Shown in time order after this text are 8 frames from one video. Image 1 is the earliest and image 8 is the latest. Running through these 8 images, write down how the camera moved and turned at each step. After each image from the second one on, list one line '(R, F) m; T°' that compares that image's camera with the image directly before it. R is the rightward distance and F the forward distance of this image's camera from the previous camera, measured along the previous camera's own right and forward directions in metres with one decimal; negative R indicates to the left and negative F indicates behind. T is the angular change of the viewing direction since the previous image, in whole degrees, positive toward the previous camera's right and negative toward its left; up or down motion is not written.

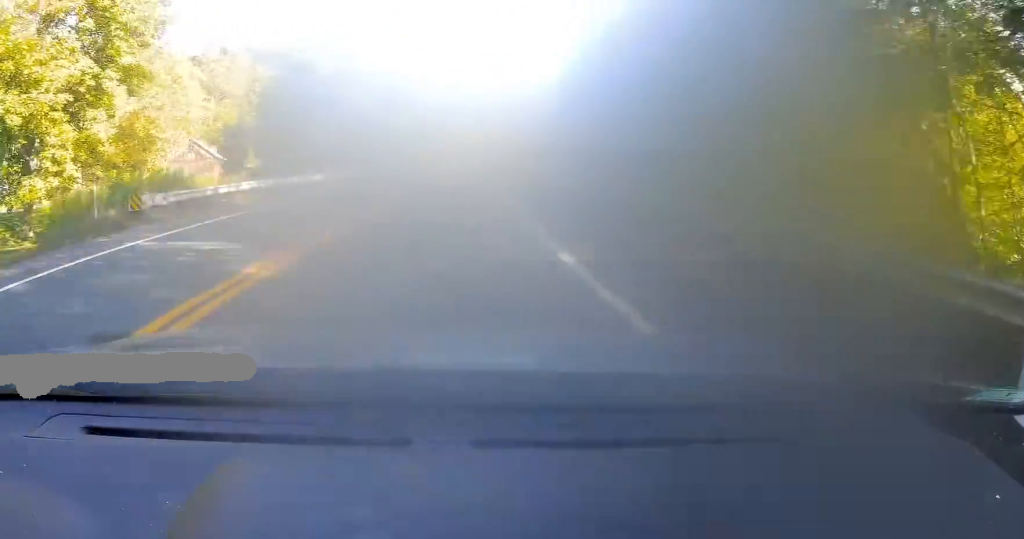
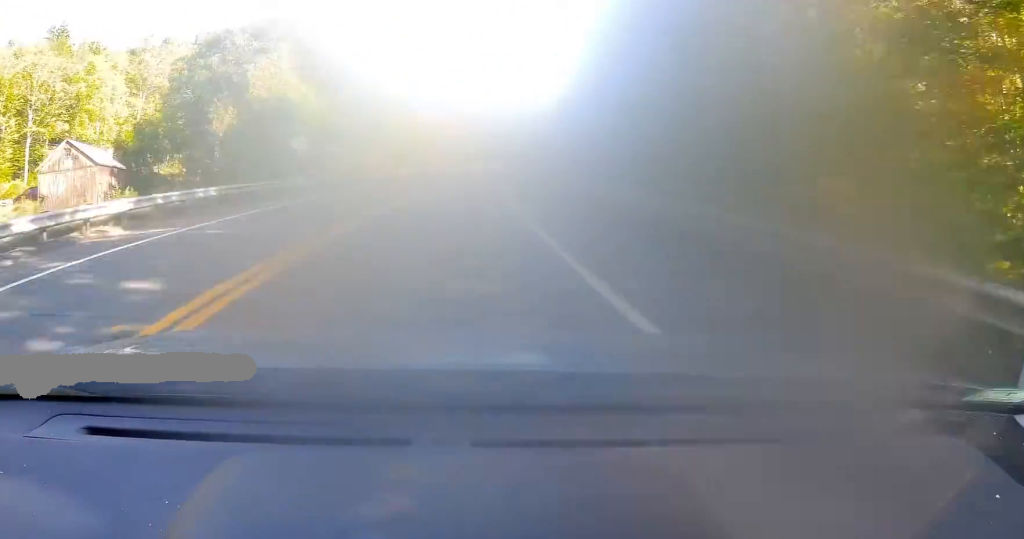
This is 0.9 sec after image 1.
(+0.7, +20.4) m; +4°
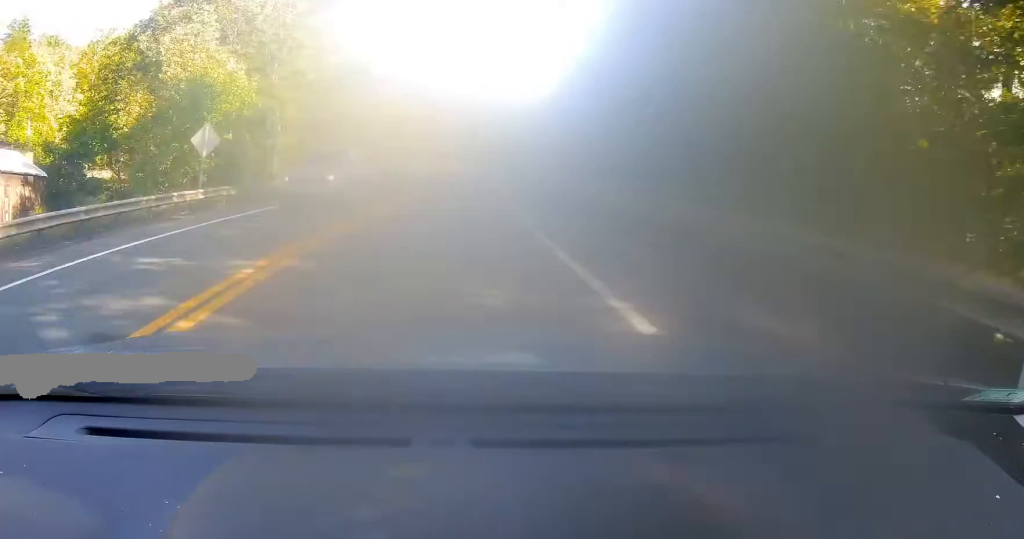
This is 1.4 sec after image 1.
(+0.1, +11.4) m; +2°
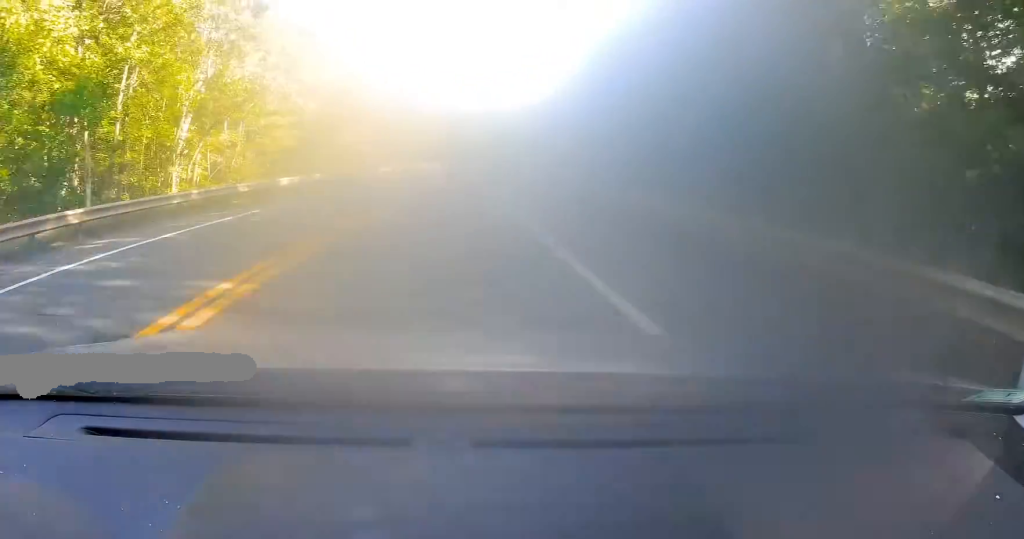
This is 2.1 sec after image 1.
(+0.5, +15.3) m; +3°
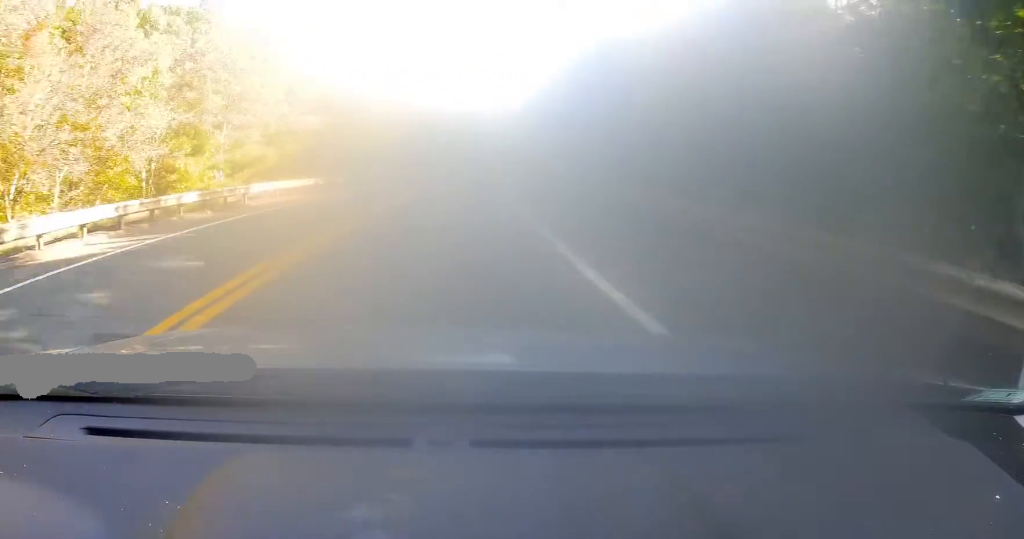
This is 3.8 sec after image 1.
(+2.9, +40.8) m; +7°
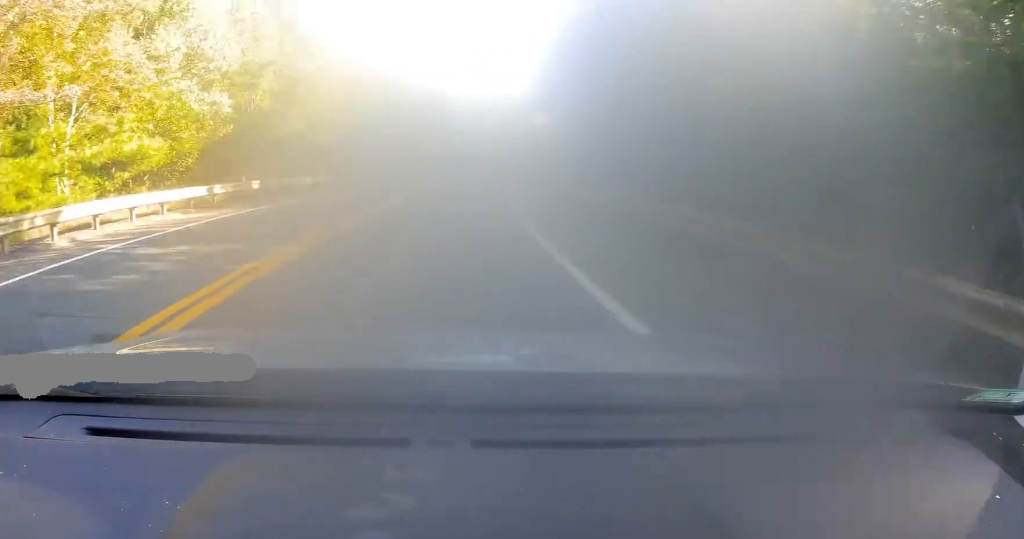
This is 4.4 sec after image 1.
(+0.2, +12.4) m; +1°
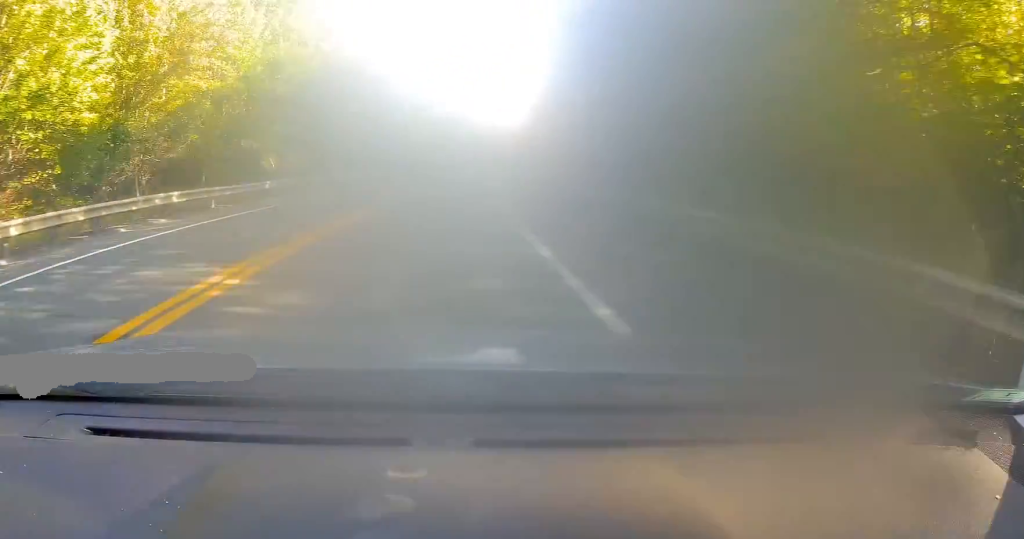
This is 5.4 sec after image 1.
(+0.6, +24.0) m; +4°
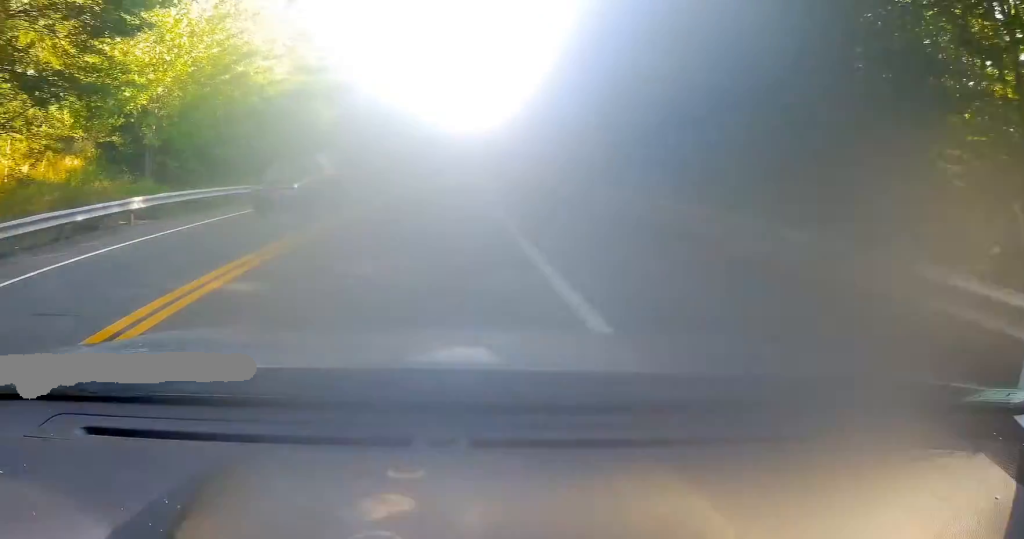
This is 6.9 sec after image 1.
(+1.6, +32.3) m; +4°
